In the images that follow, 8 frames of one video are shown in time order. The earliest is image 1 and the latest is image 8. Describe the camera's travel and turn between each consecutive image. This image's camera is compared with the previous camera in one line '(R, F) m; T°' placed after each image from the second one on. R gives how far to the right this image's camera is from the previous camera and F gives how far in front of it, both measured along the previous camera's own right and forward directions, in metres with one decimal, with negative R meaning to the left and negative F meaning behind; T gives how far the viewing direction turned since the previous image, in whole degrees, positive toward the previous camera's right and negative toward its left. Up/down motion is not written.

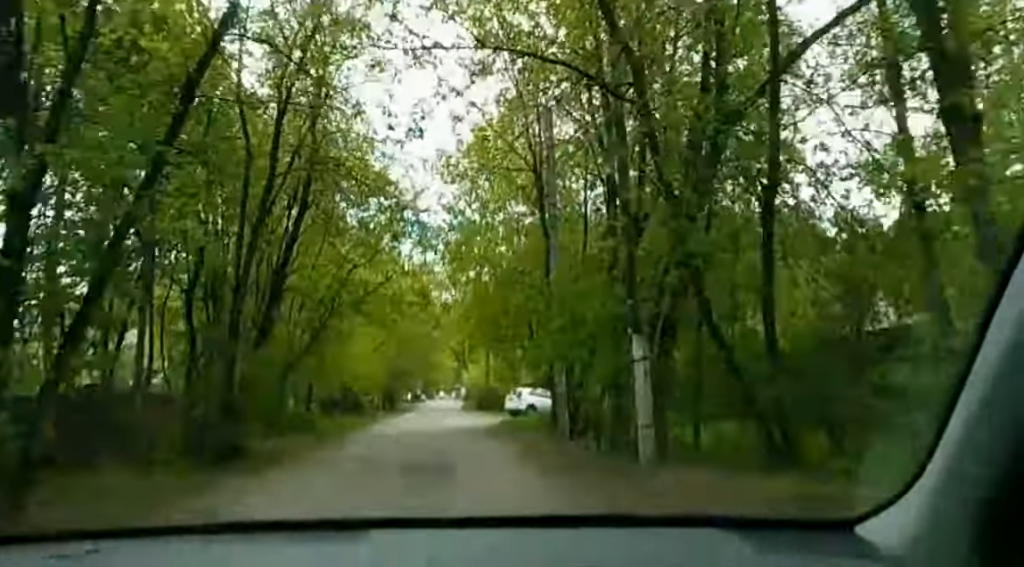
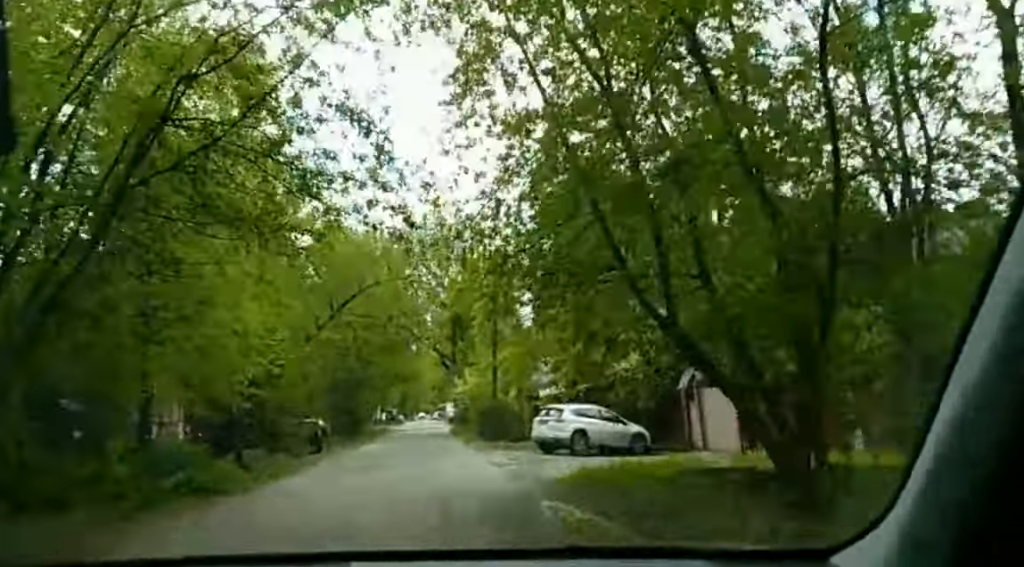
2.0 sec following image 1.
(-0.9, +25.1) m; -3°
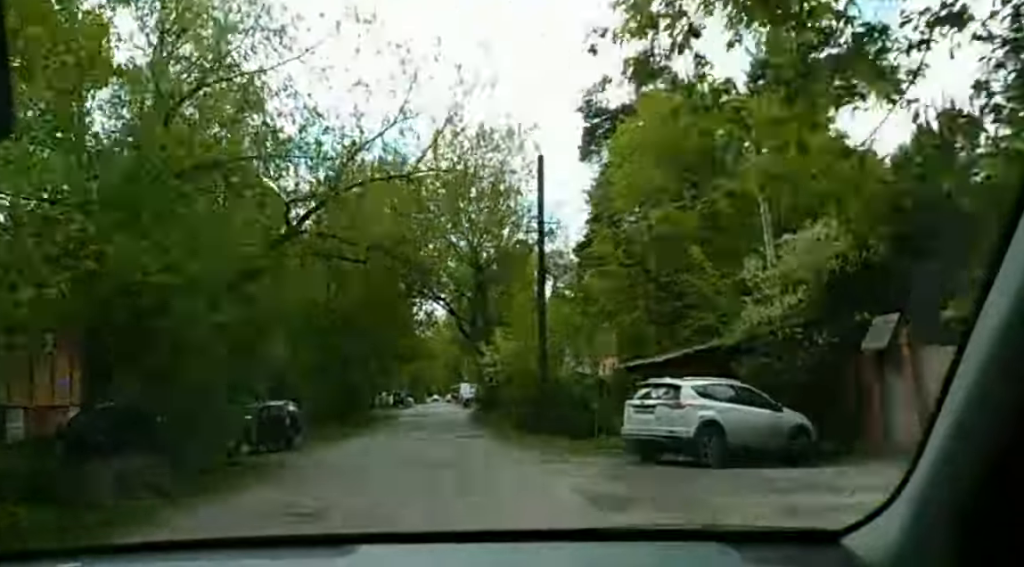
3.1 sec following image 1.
(+0.1, +13.3) m; +1°
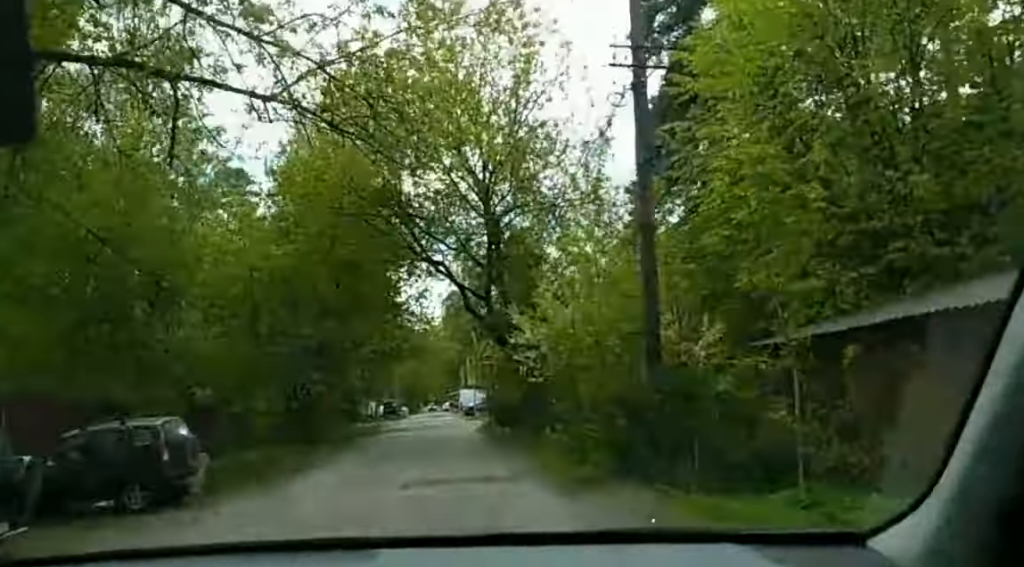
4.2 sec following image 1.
(+0.1, +14.2) m; -1°
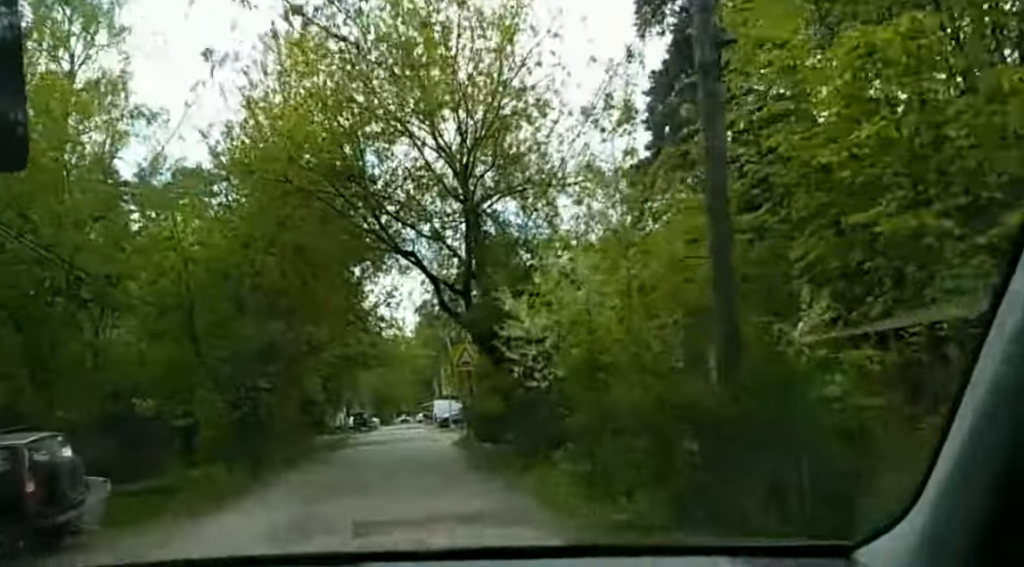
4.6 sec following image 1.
(-0.1, +4.9) m; -1°
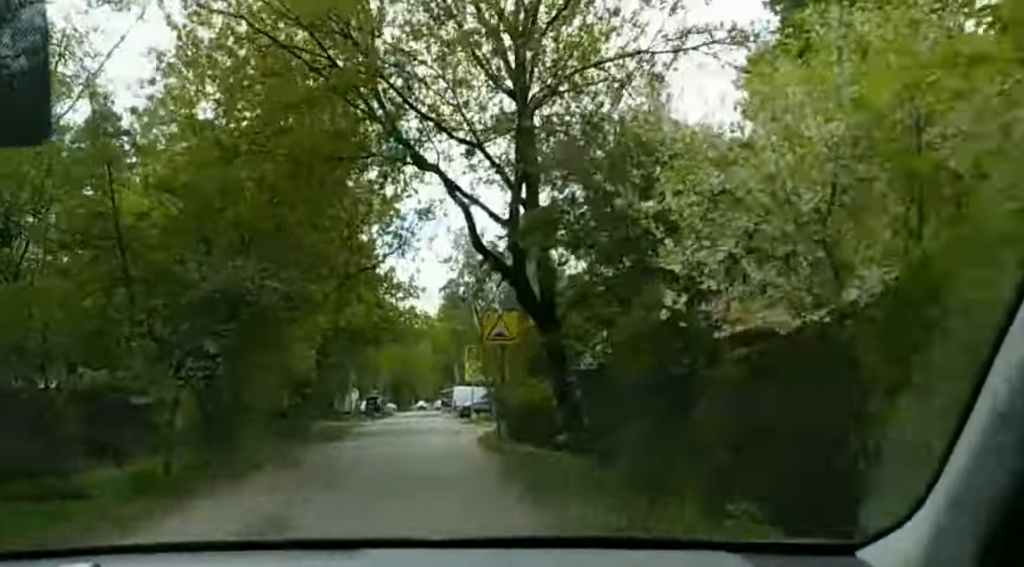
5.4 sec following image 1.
(0.0, +9.4) m; 0°
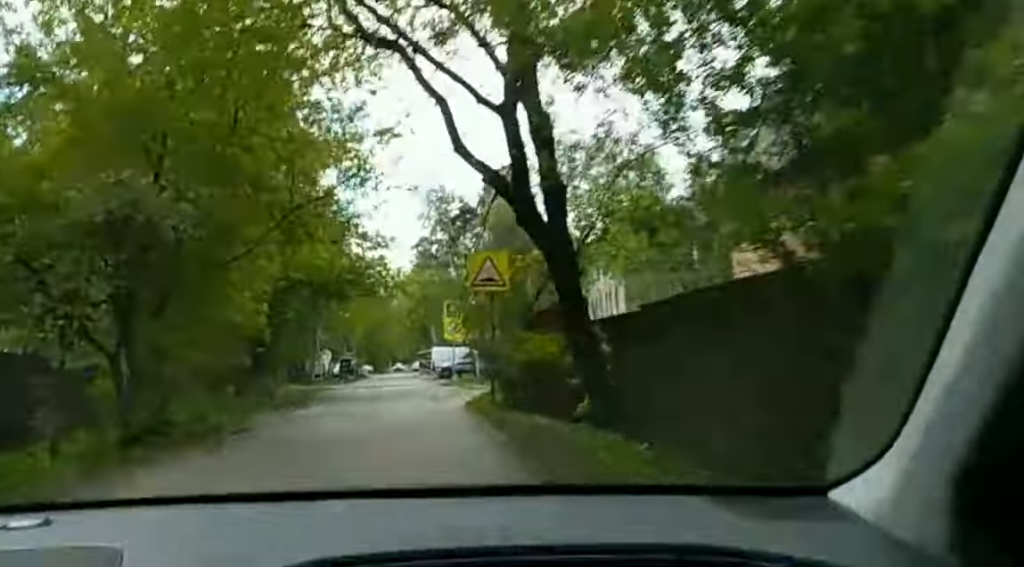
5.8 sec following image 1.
(0.0, +5.4) m; 0°
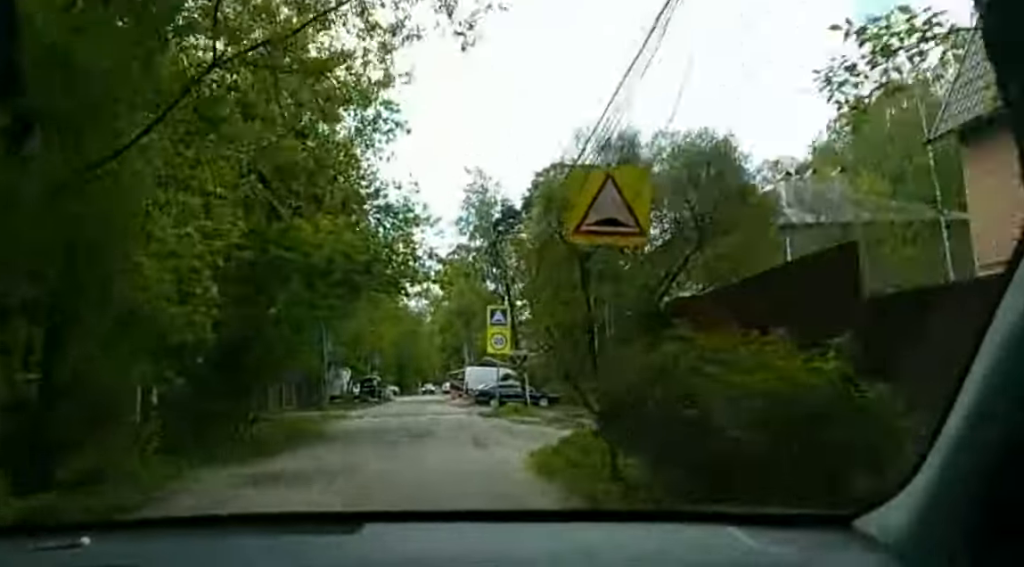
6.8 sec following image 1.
(0.0, +11.6) m; +1°
